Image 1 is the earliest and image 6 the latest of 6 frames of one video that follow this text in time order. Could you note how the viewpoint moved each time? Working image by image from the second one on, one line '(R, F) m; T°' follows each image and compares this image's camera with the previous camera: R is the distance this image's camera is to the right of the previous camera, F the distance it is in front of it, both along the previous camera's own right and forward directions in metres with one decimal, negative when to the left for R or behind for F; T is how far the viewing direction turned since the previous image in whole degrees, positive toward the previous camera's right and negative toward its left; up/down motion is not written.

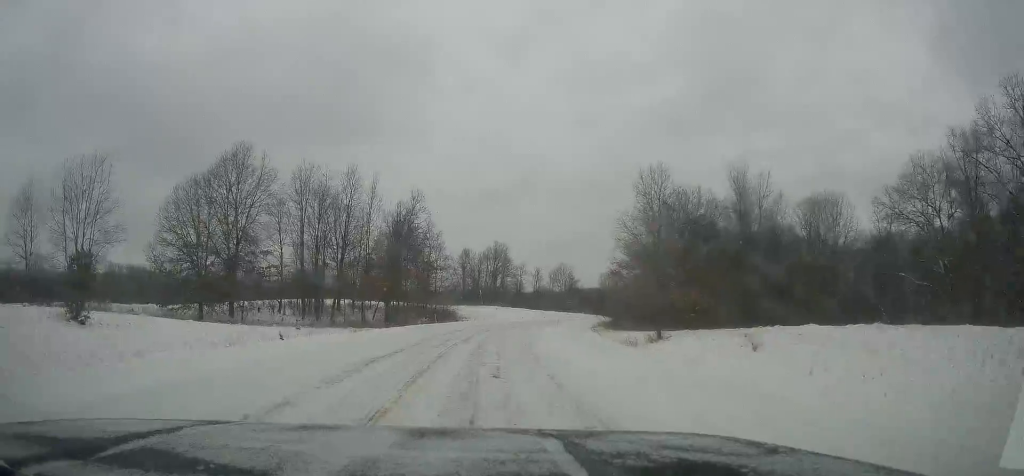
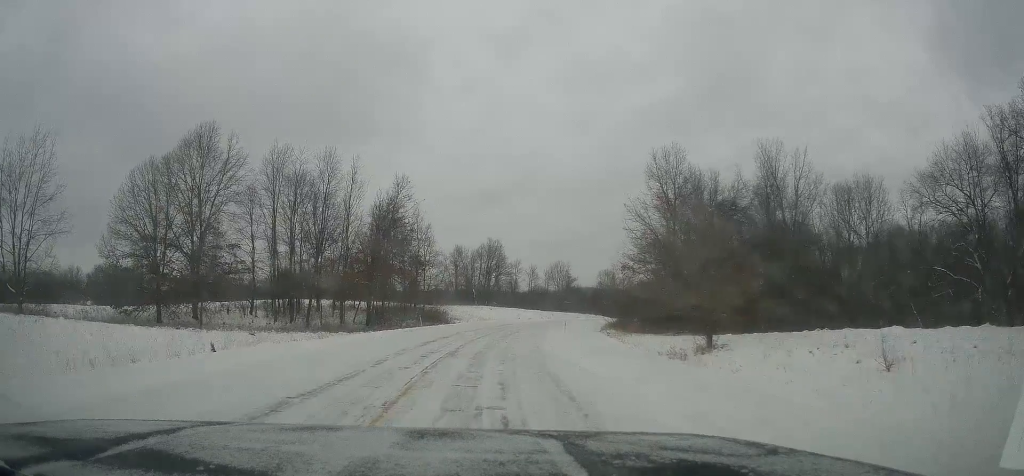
(-0.3, +7.2) m; -1°
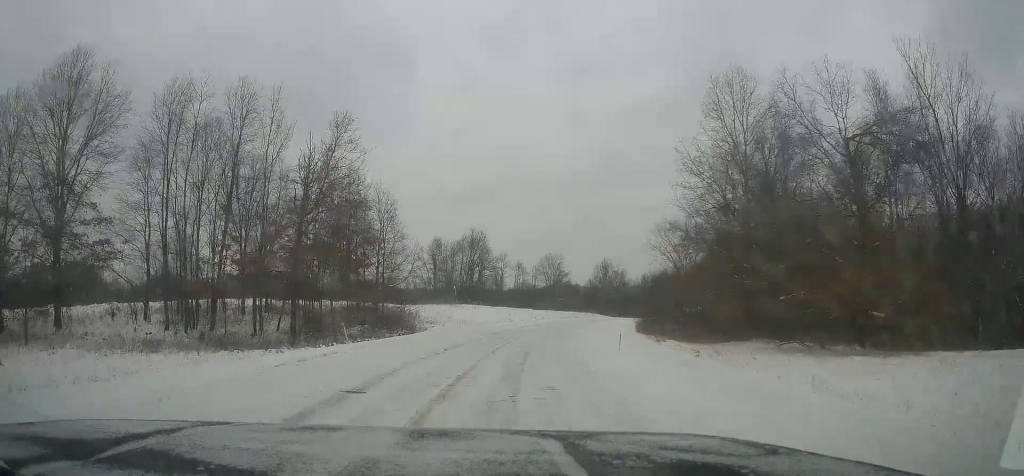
(+1.1, +19.1) m; +5°
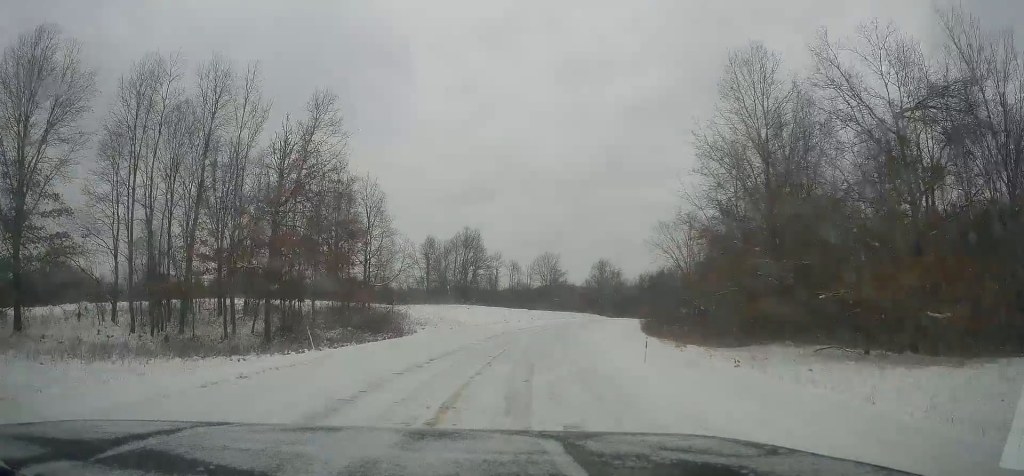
(0.0, +3.9) m; 0°
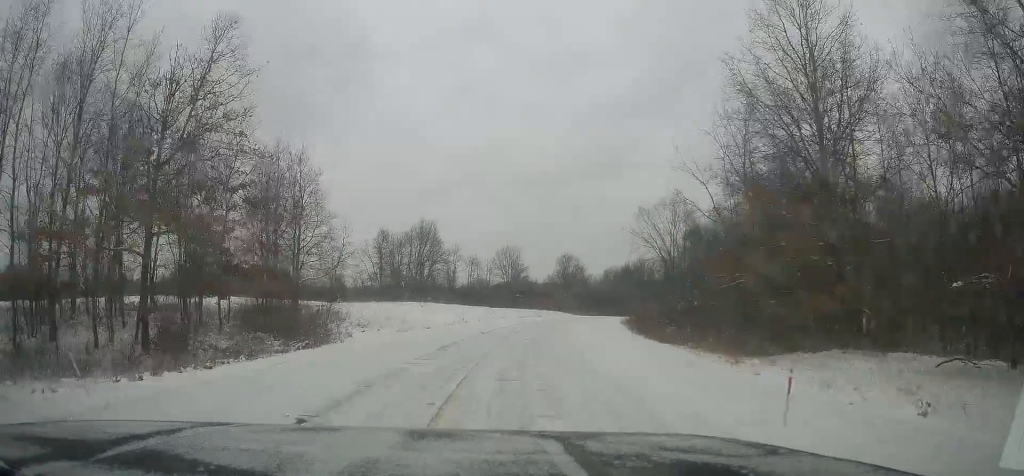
(0.0, +9.9) m; 0°
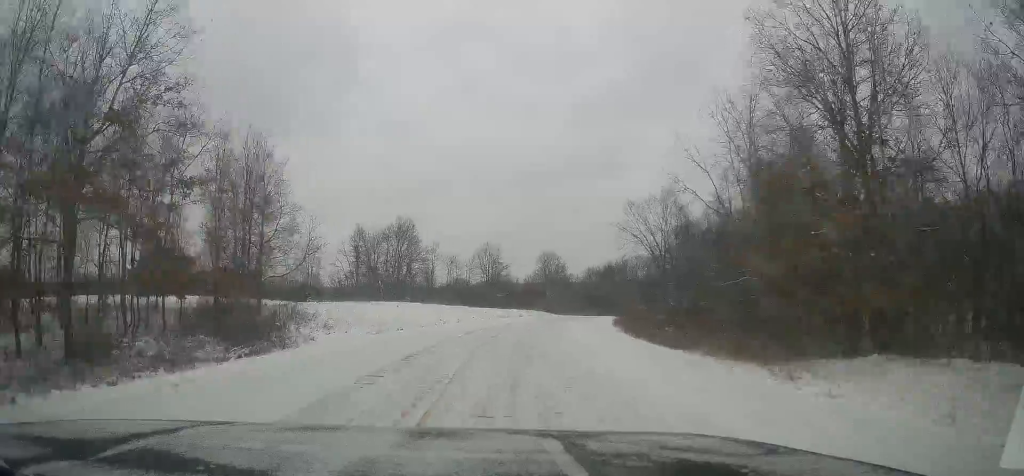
(0.0, +4.3) m; 0°
